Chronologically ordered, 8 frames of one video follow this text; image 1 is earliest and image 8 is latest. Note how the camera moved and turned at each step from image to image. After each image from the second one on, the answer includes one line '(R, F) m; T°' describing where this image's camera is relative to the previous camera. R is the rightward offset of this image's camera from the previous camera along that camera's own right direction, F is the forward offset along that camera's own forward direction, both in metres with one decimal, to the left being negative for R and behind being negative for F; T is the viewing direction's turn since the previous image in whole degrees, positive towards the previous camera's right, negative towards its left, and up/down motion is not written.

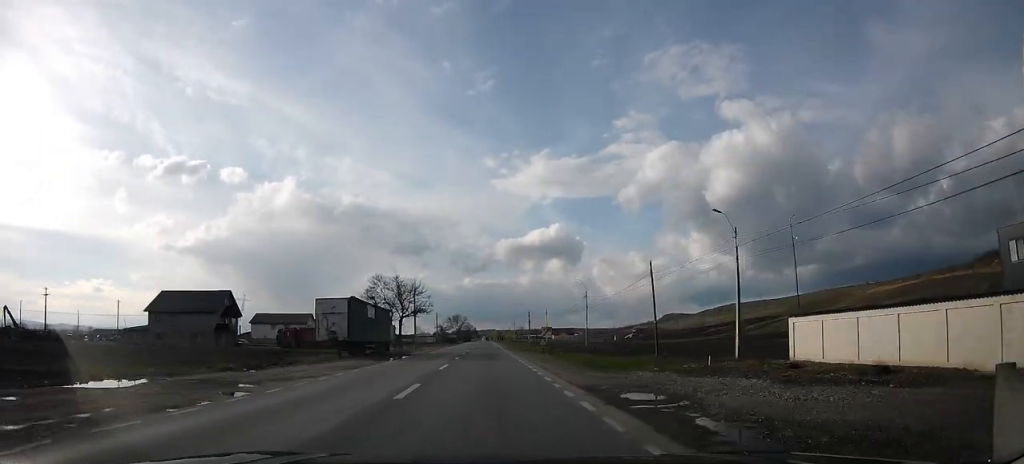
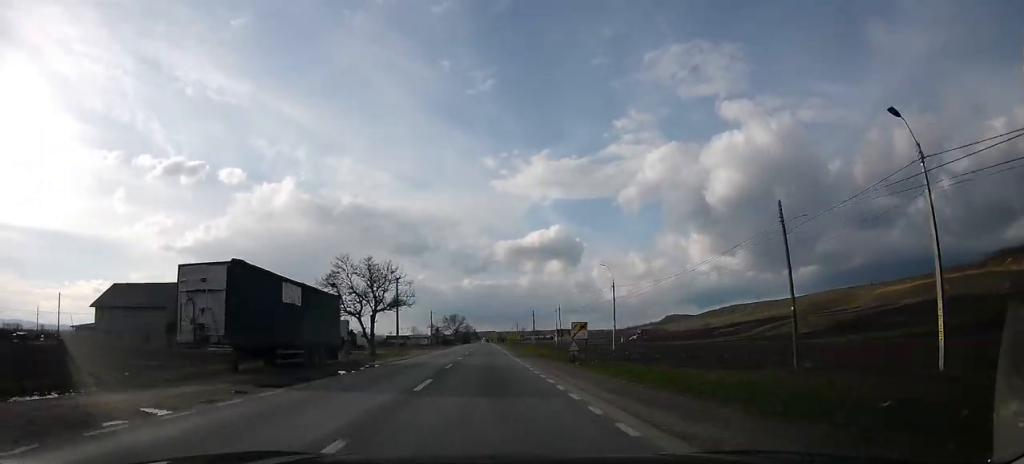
(0.0, +16.2) m; 0°
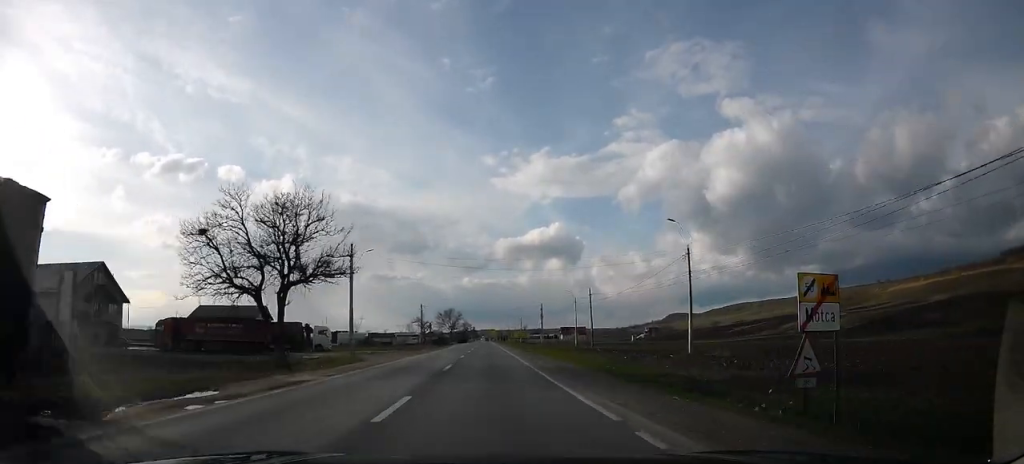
(0.0, +22.6) m; 0°
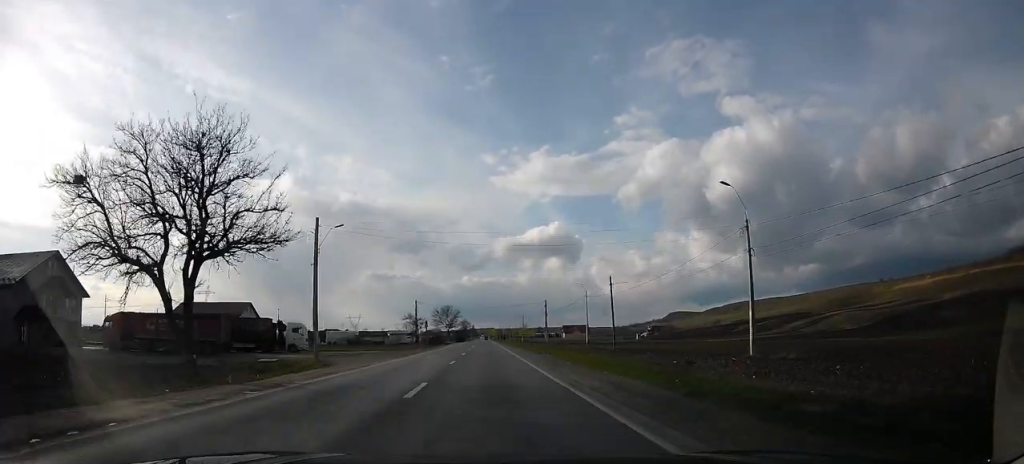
(0.0, +9.2) m; 0°
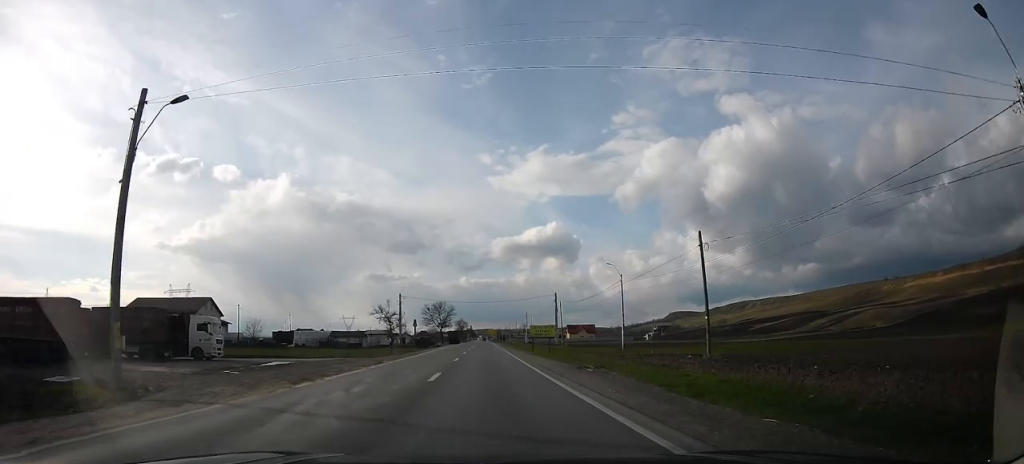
(+0.1, +19.8) m; 0°
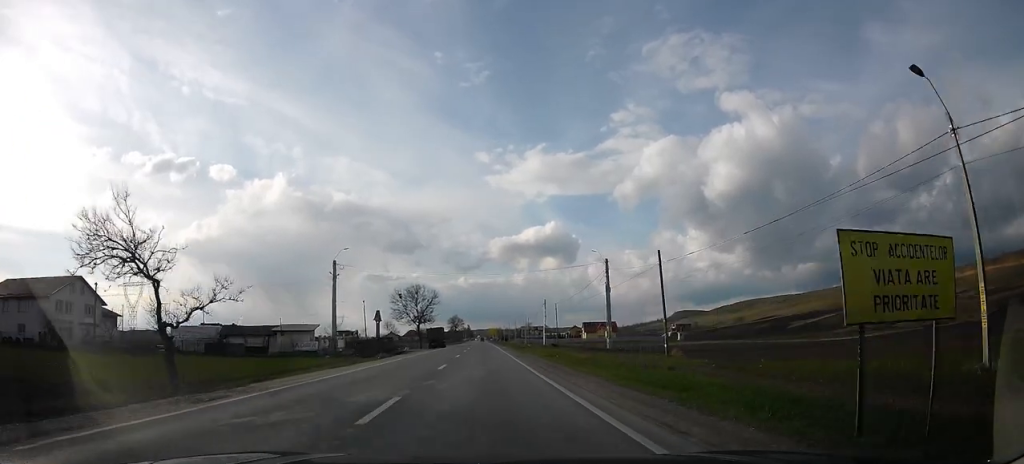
(0.0, +42.6) m; 0°
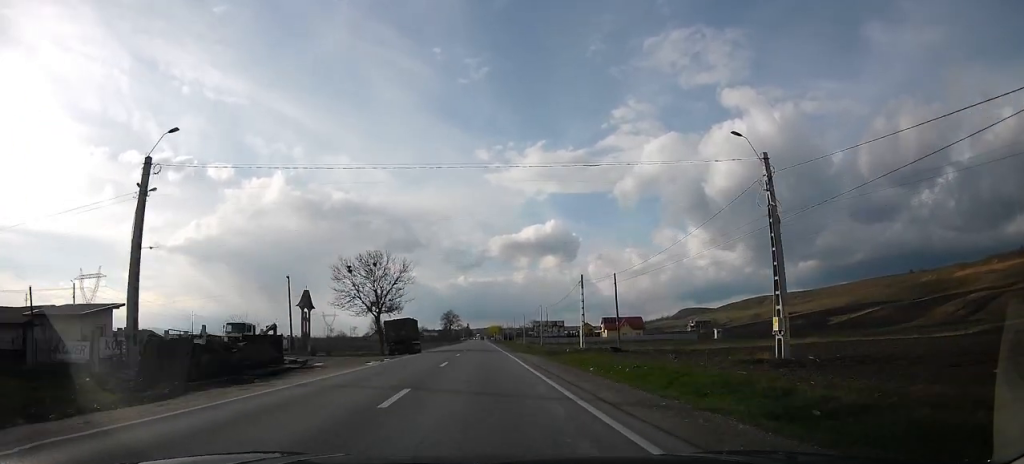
(0.0, +34.9) m; 0°
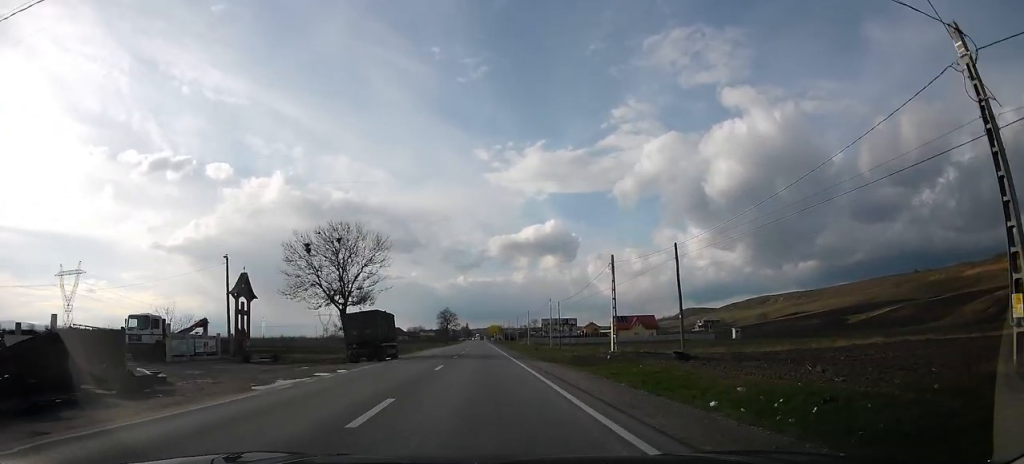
(0.0, +14.1) m; 0°
